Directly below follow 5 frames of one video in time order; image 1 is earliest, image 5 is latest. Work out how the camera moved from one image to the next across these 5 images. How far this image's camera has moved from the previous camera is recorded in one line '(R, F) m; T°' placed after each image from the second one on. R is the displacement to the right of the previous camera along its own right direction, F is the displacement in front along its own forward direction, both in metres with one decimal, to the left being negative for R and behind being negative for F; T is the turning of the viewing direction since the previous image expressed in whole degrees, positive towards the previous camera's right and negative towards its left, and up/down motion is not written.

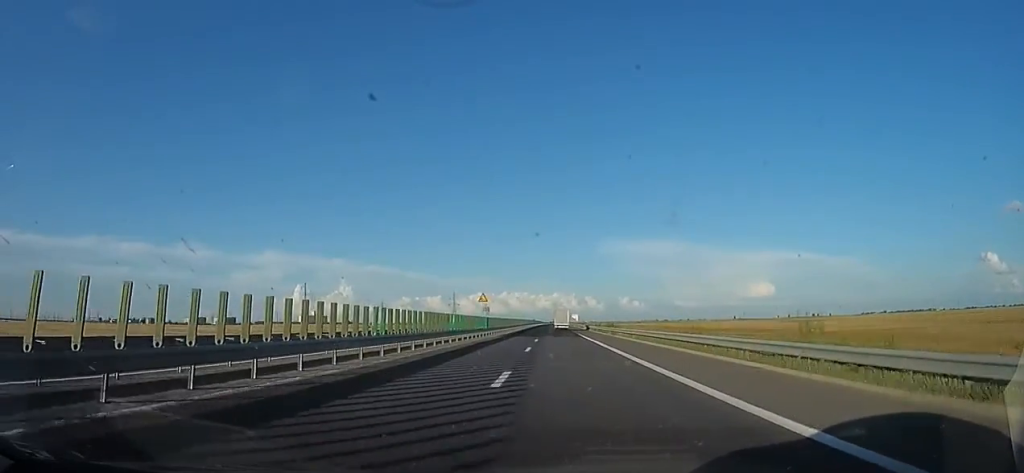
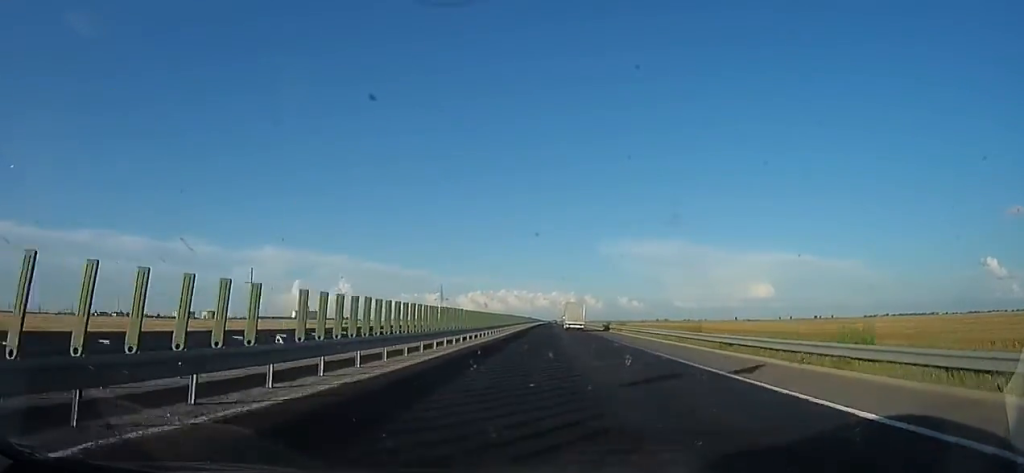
(-0.3, +43.6) m; -2°
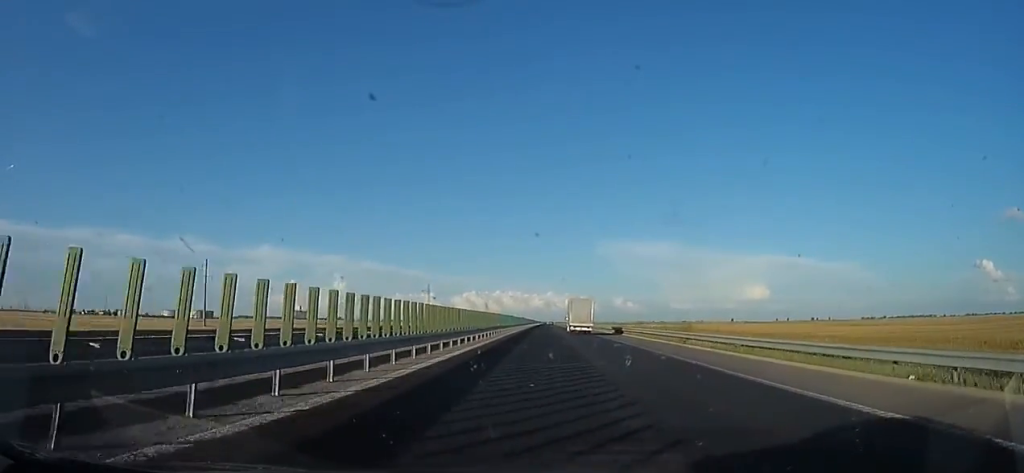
(-1.0, +24.8) m; 0°
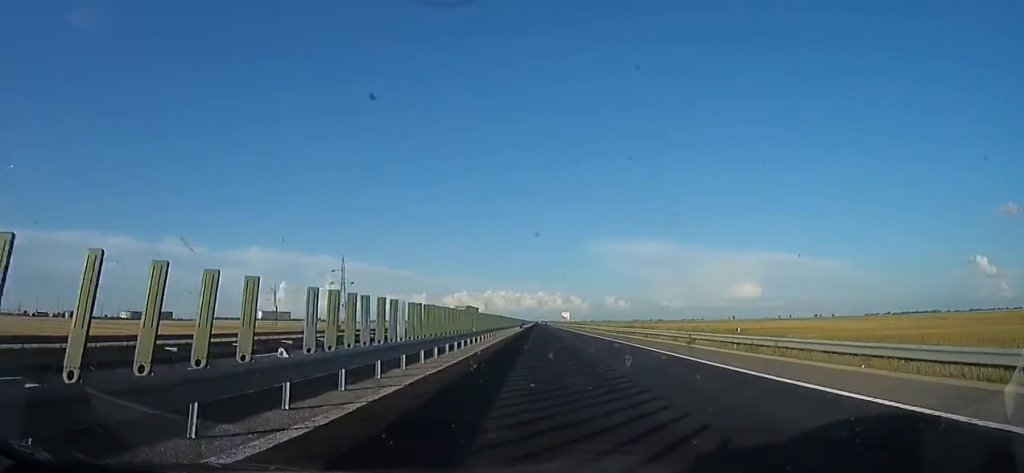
(+4.8, +125.2) m; +2°
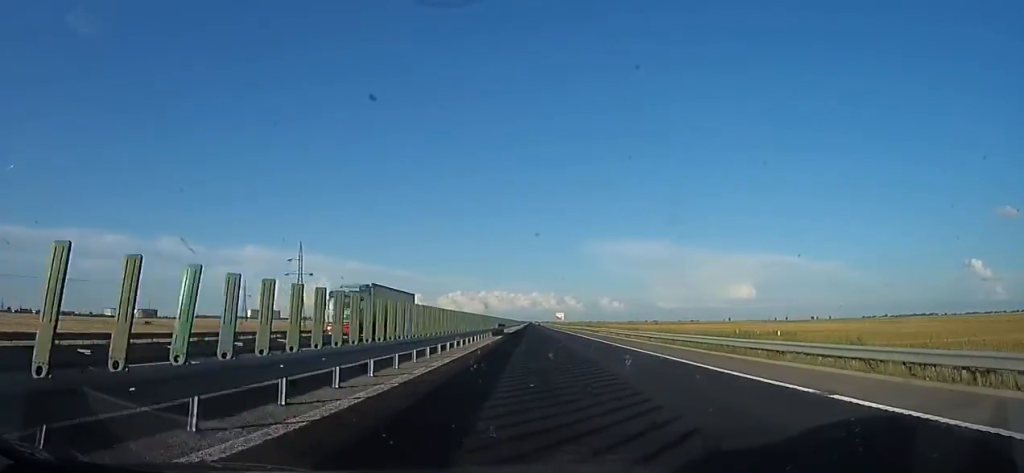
(0.0, +29.7) m; +1°
